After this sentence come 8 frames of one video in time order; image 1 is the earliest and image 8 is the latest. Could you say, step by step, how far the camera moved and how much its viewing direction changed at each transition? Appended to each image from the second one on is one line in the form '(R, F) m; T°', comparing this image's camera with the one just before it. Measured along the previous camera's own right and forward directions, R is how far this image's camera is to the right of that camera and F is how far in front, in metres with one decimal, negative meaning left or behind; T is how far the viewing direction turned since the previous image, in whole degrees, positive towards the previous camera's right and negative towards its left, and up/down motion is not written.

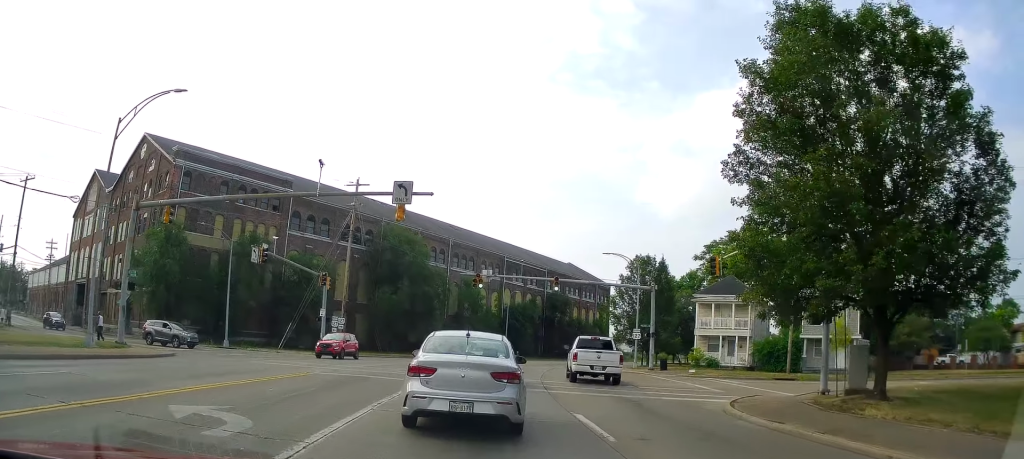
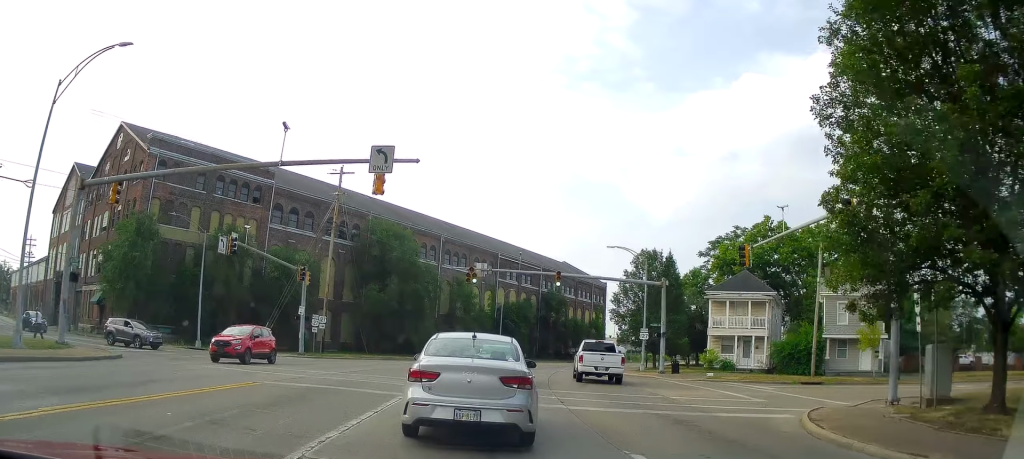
(0.0, +4.3) m; +1°
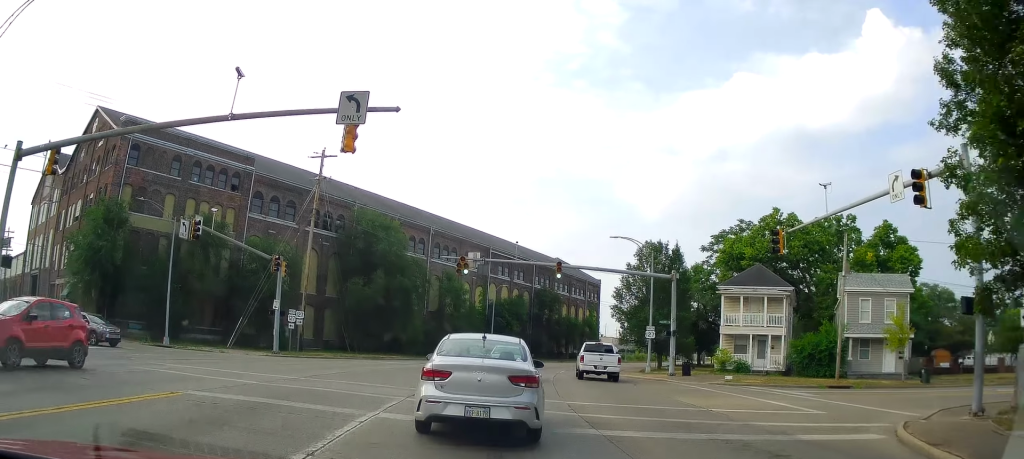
(-0.1, +4.1) m; +4°
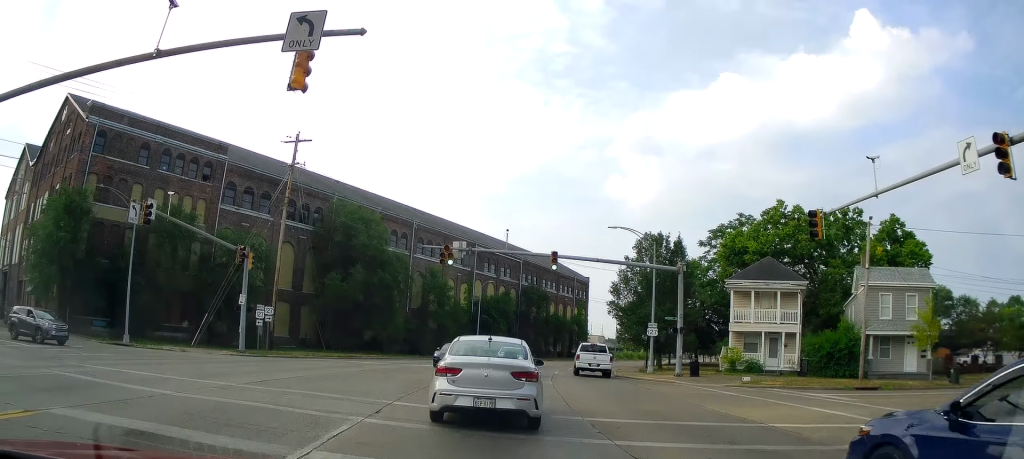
(+0.5, +4.1) m; +6°
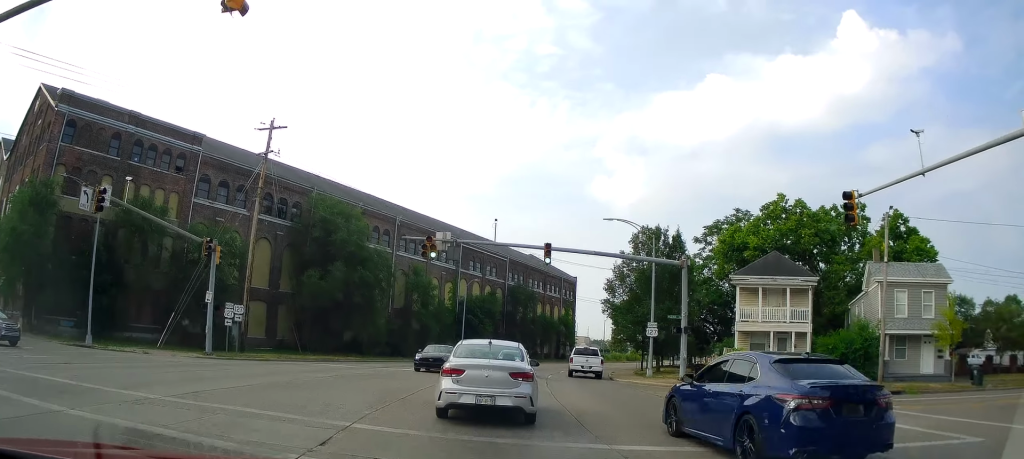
(0.0, +3.2) m; -2°
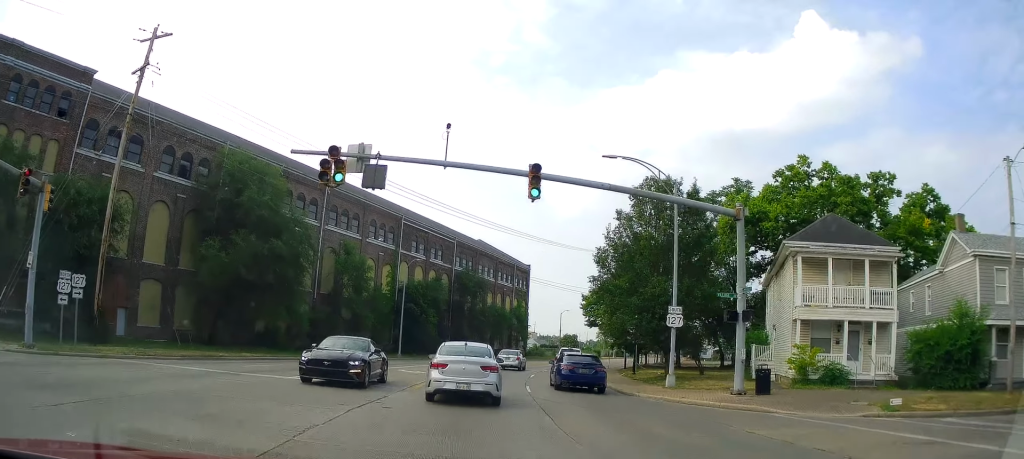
(-0.2, +12.1) m; +2°
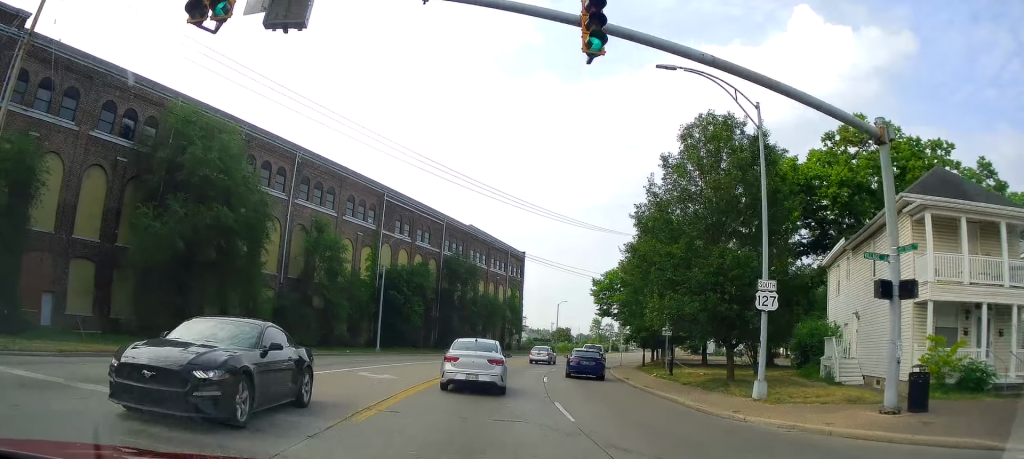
(+0.3, +8.7) m; +3°
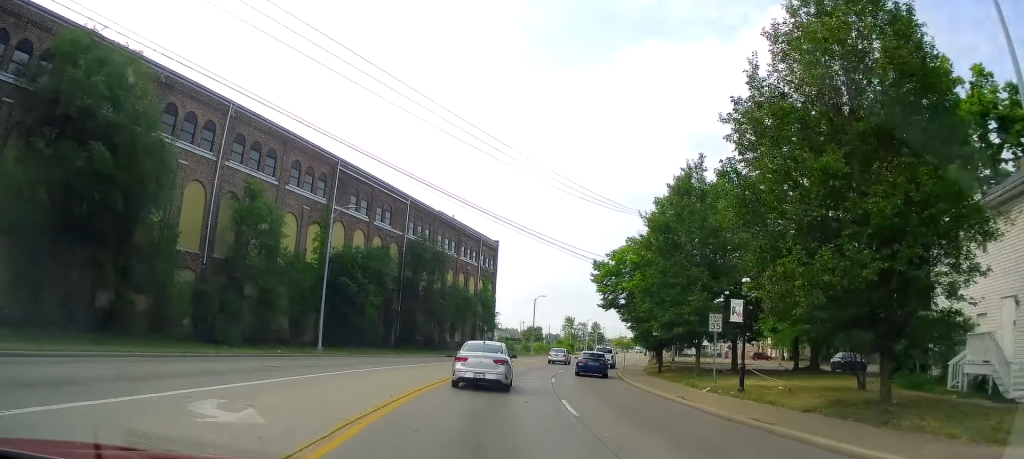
(+0.3, +11.2) m; +4°
